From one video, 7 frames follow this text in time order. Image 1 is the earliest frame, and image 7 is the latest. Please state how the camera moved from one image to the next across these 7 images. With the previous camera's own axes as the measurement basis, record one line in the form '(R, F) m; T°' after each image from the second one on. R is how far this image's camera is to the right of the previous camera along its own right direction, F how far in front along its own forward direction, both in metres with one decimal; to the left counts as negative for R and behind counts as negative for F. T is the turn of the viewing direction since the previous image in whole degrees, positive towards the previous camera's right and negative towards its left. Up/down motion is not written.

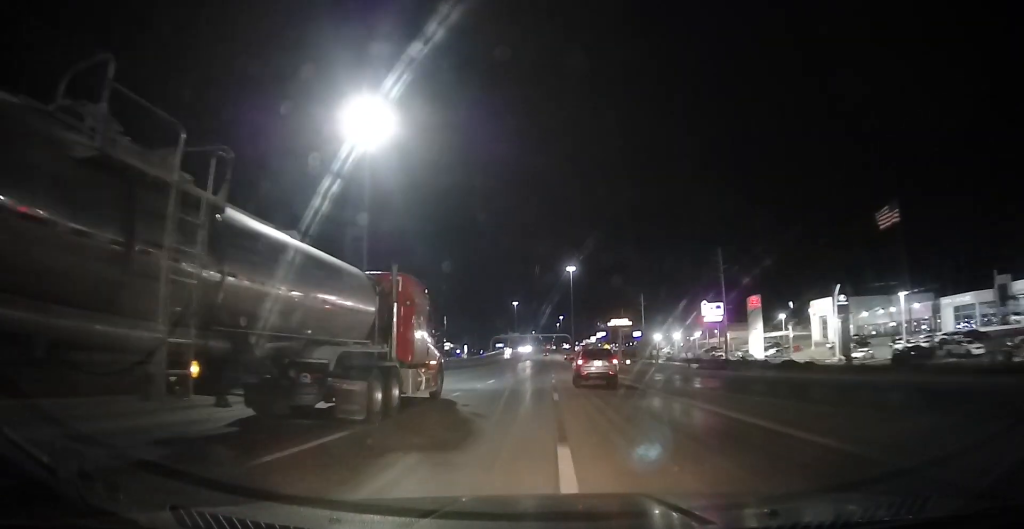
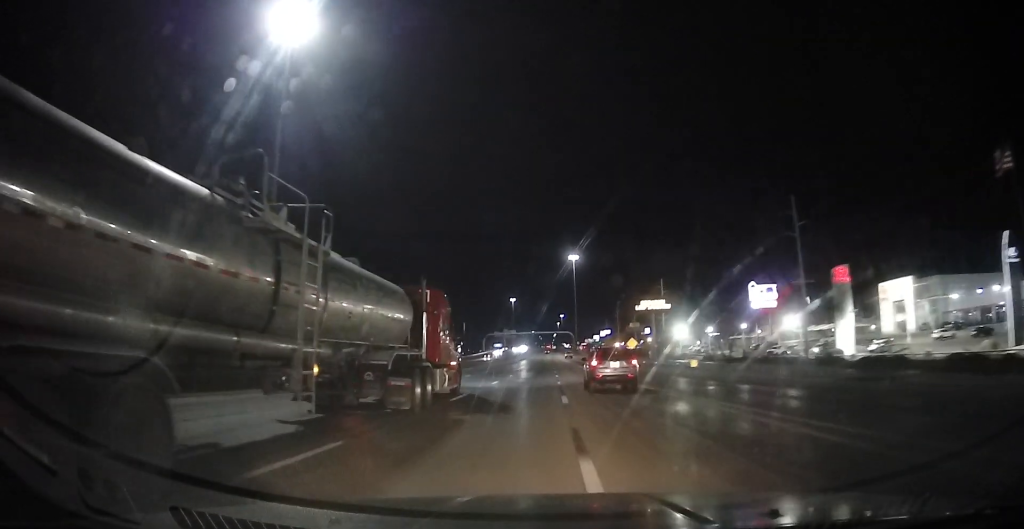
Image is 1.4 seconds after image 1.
(0.0, +36.5) m; +1°
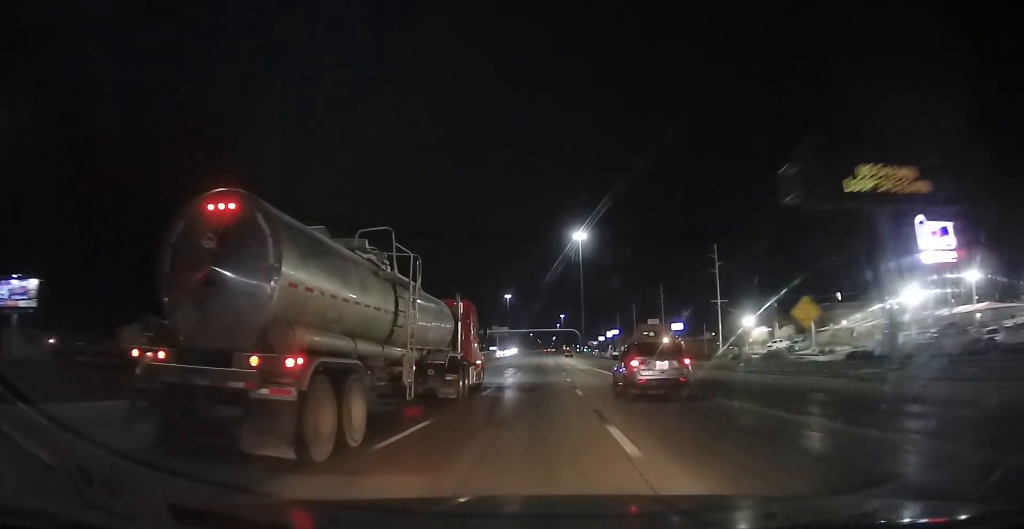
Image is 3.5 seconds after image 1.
(-0.1, +57.2) m; -2°
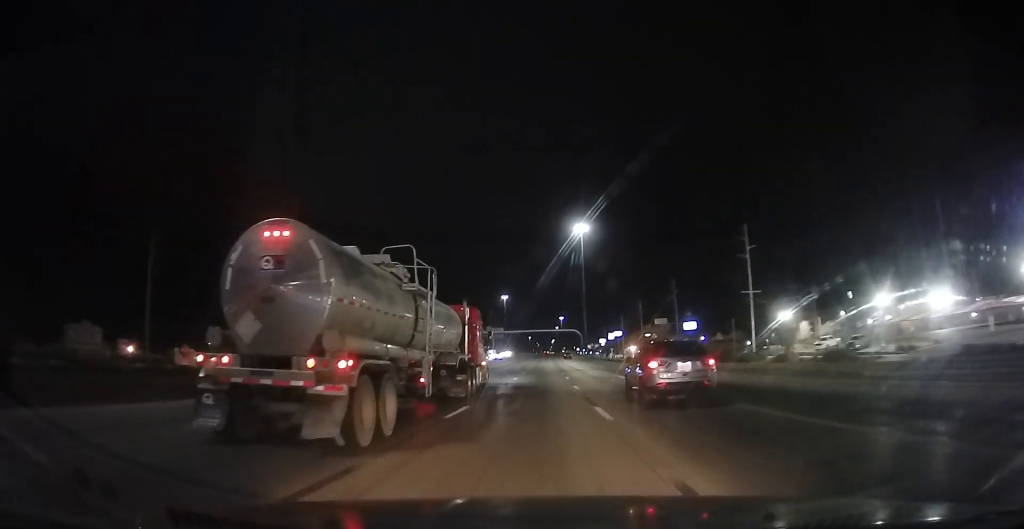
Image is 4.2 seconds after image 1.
(-0.3, +19.7) m; 0°
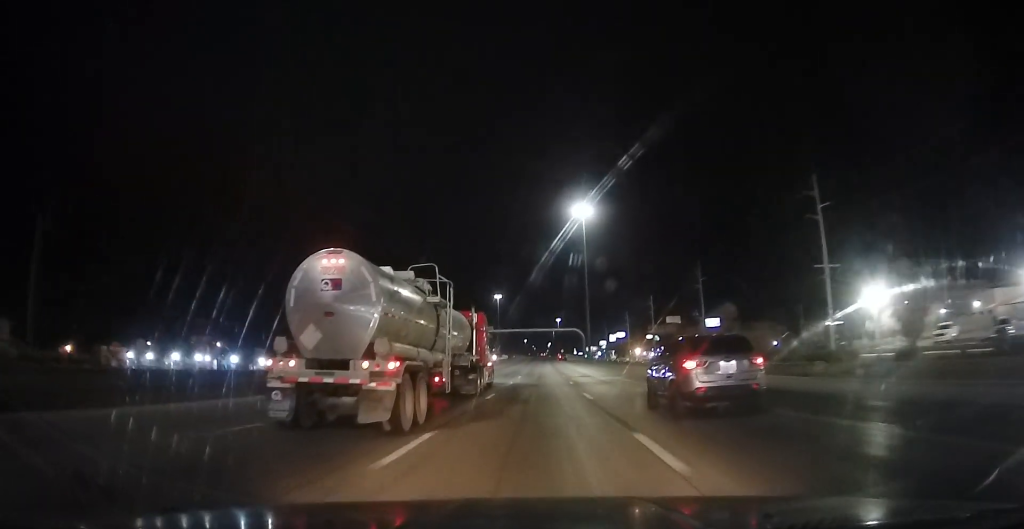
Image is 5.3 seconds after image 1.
(+0.6, +29.8) m; +1°
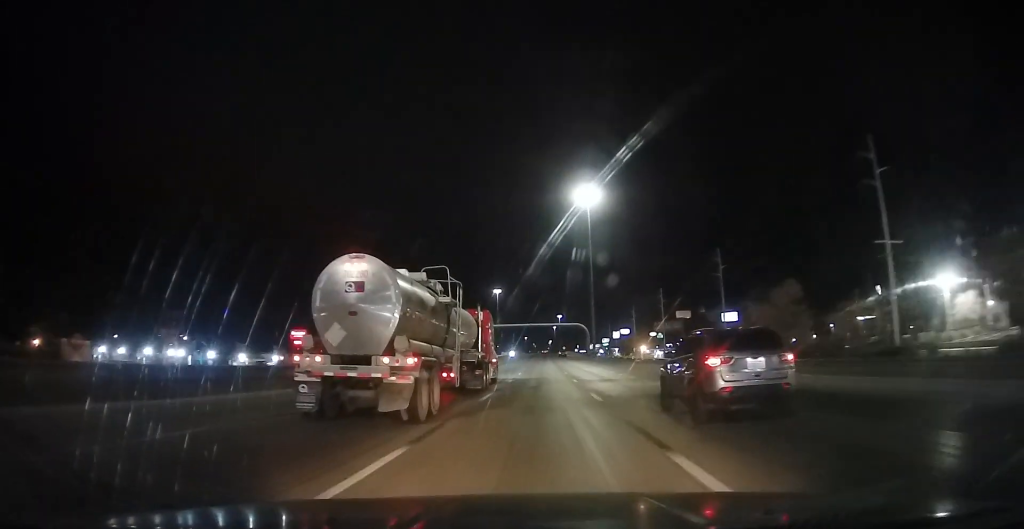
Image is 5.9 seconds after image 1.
(-0.1, +14.4) m; 0°
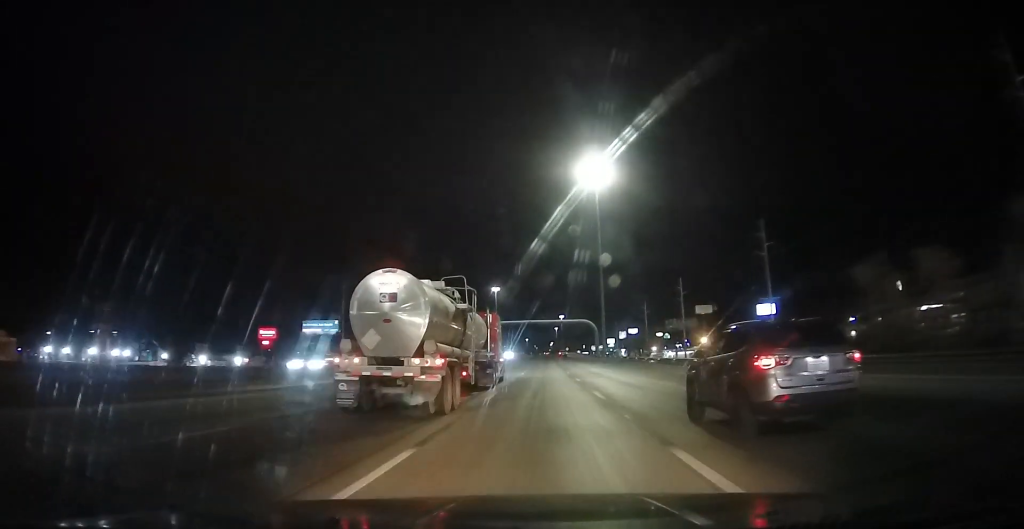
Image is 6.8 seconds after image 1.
(-0.1, +24.2) m; 0°
